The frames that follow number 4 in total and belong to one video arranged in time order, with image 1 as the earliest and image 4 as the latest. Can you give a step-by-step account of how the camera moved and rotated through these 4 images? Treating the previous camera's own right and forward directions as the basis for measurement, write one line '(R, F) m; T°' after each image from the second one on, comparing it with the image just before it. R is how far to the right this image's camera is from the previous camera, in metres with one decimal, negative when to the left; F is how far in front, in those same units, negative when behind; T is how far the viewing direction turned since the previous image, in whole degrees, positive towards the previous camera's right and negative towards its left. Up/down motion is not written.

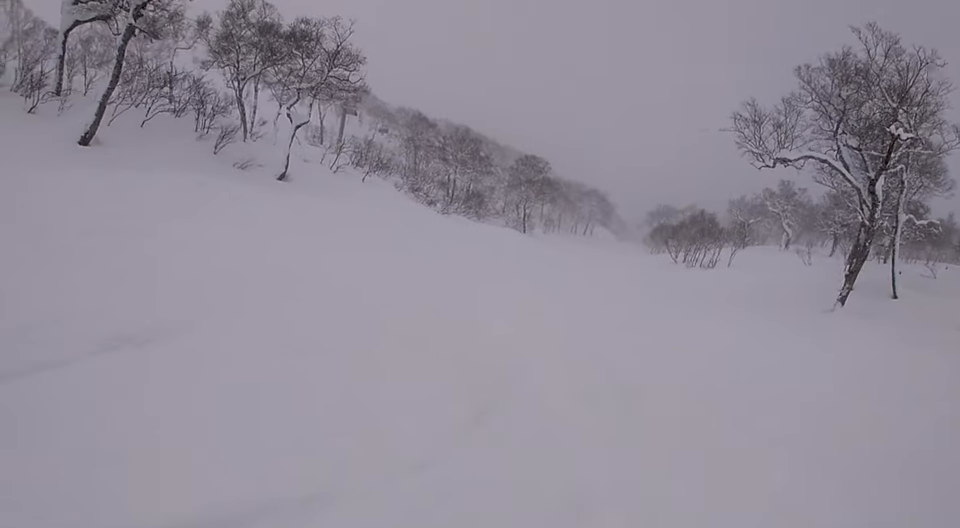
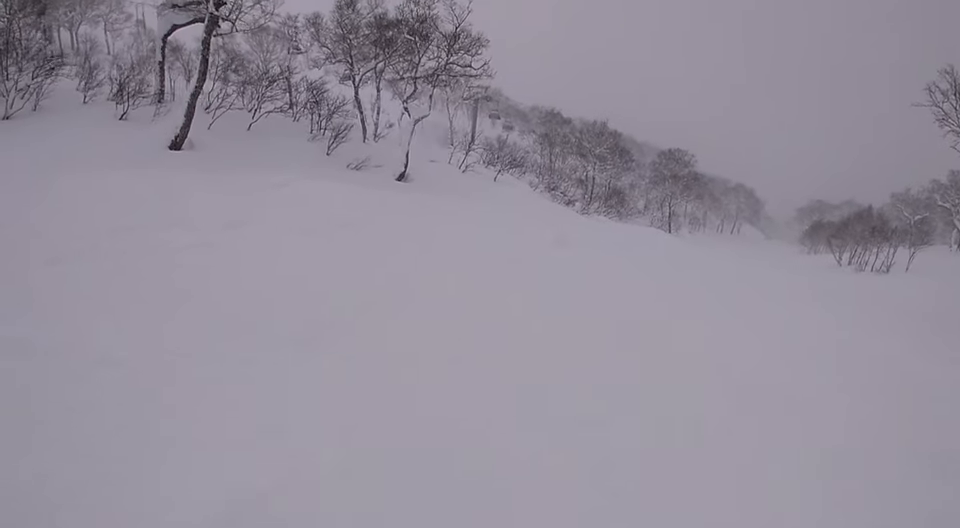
(-0.5, +3.9) m; -10°
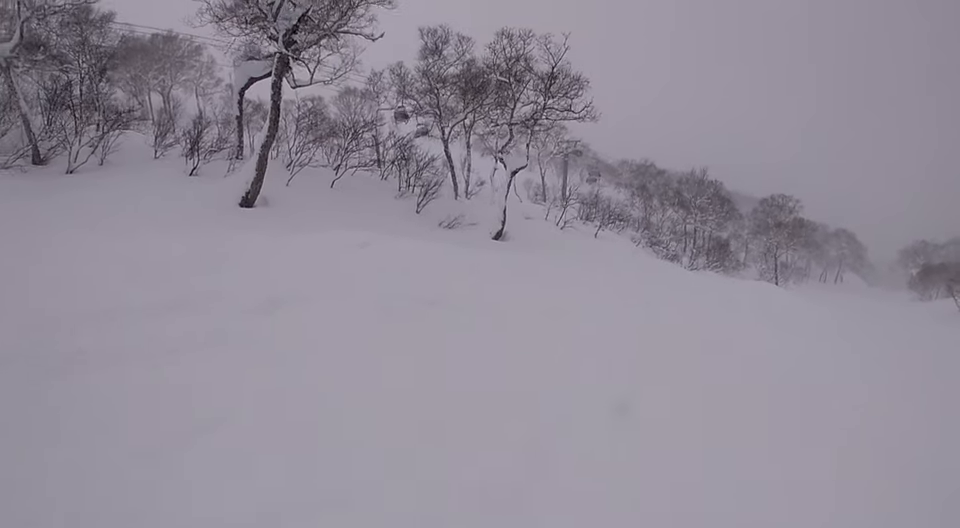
(+0.1, +3.3) m; -5°
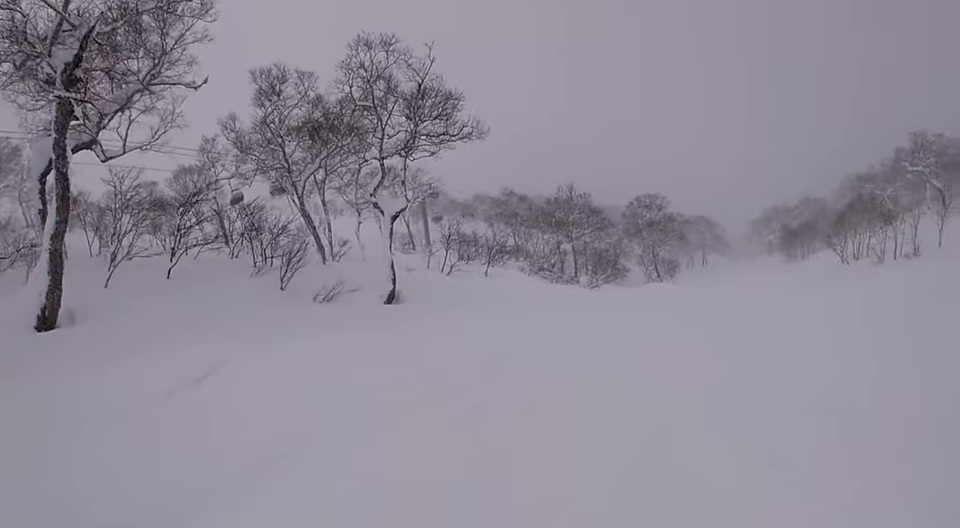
(-0.2, +5.0) m; +21°
